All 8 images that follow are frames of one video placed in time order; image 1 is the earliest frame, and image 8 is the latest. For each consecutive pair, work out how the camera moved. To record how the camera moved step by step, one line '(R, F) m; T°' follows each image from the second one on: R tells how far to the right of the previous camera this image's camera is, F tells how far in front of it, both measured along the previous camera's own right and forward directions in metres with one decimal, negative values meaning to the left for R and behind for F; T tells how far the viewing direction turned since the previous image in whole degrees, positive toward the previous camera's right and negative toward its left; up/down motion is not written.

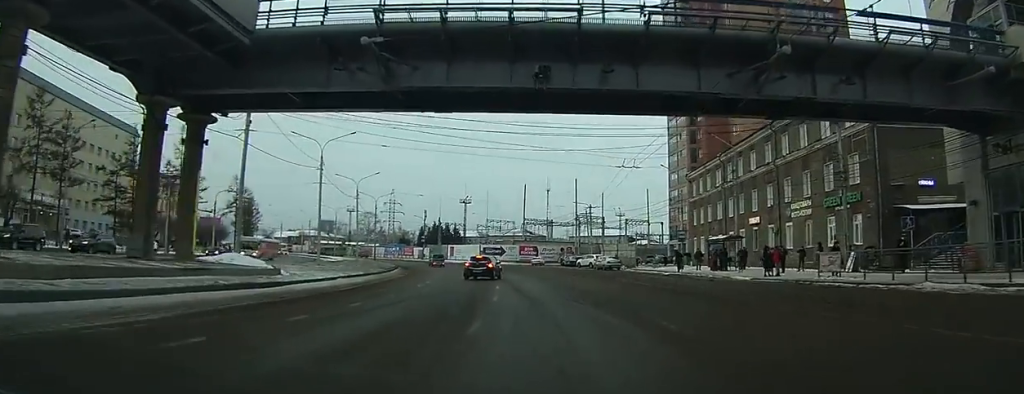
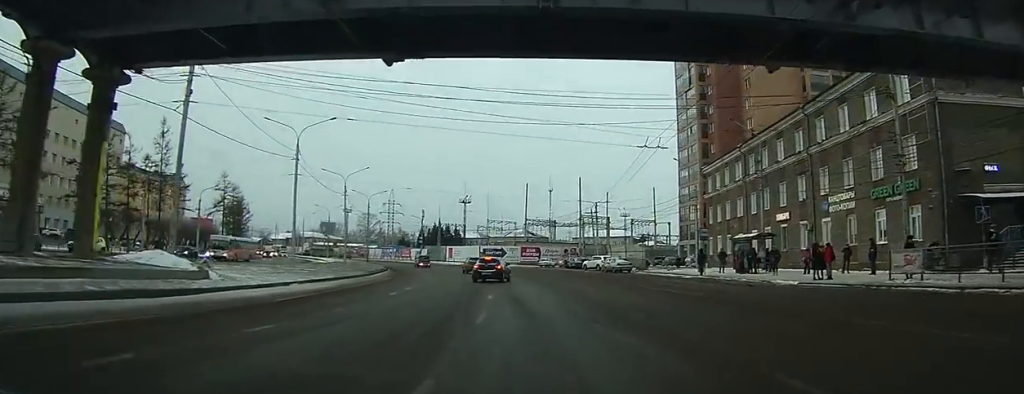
(+0.1, +7.5) m; 0°
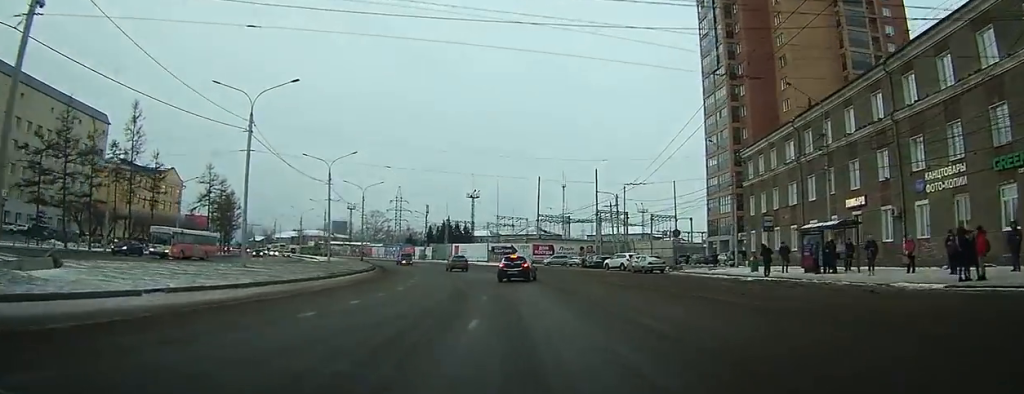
(-0.1, +11.9) m; -1°
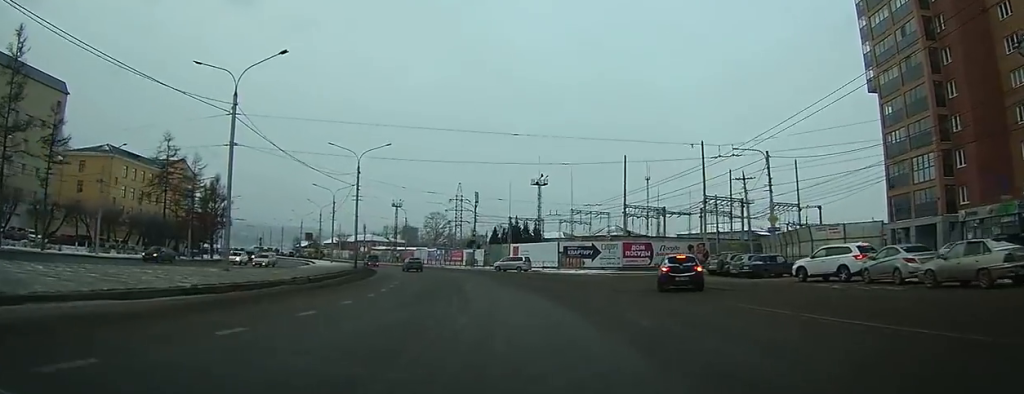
(-2.8, +36.1) m; -9°
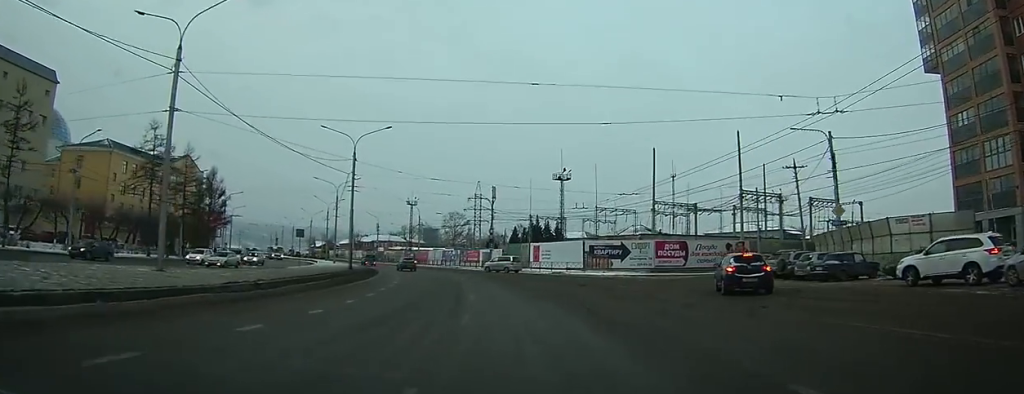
(0.0, +7.3) m; -1°
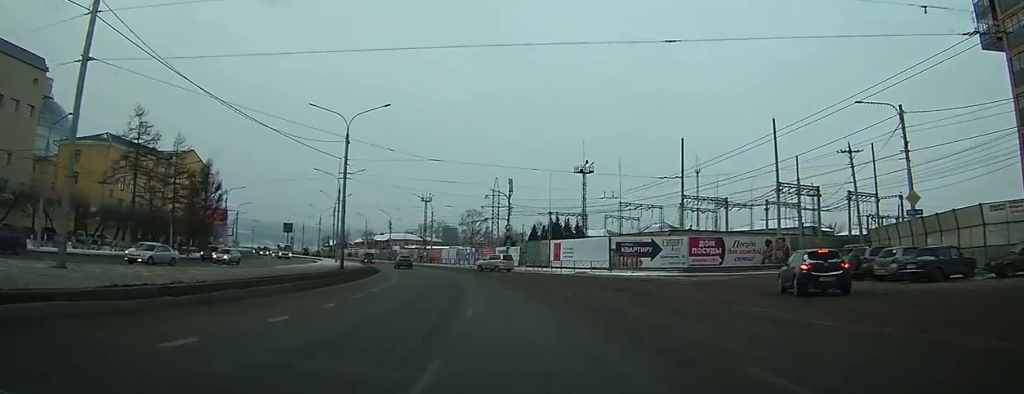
(0.0, +6.2) m; -1°
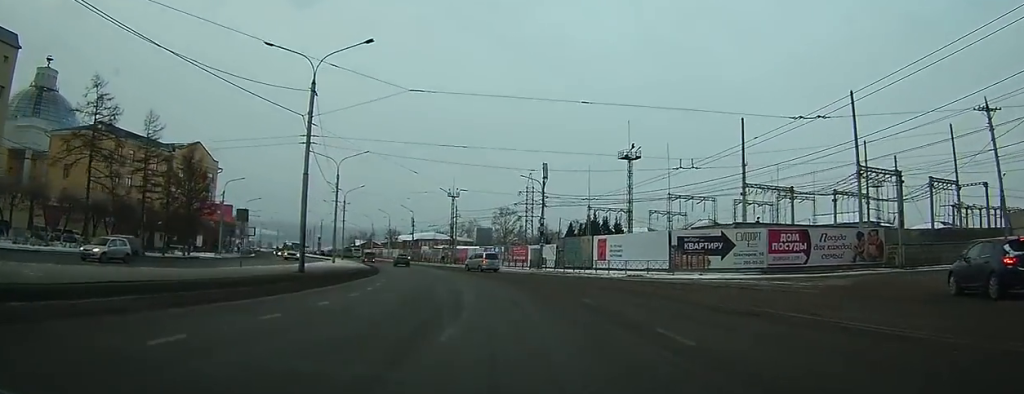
(-0.3, +10.4) m; -4°
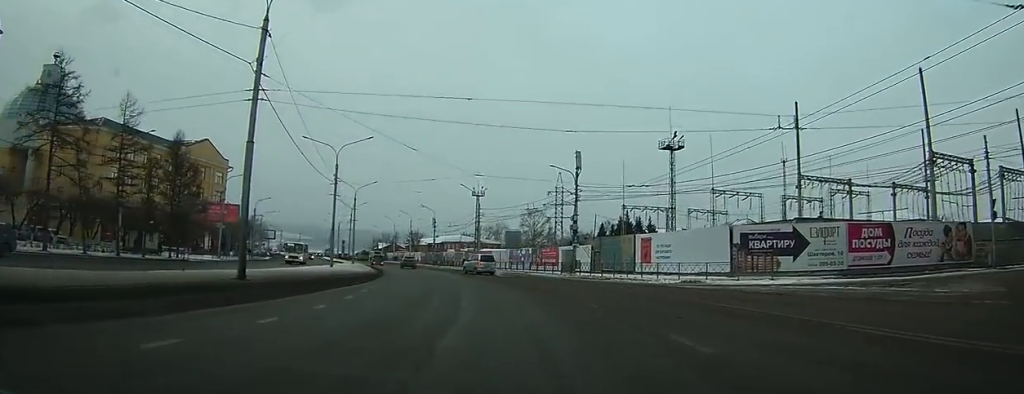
(-0.3, +6.2) m; -3°
